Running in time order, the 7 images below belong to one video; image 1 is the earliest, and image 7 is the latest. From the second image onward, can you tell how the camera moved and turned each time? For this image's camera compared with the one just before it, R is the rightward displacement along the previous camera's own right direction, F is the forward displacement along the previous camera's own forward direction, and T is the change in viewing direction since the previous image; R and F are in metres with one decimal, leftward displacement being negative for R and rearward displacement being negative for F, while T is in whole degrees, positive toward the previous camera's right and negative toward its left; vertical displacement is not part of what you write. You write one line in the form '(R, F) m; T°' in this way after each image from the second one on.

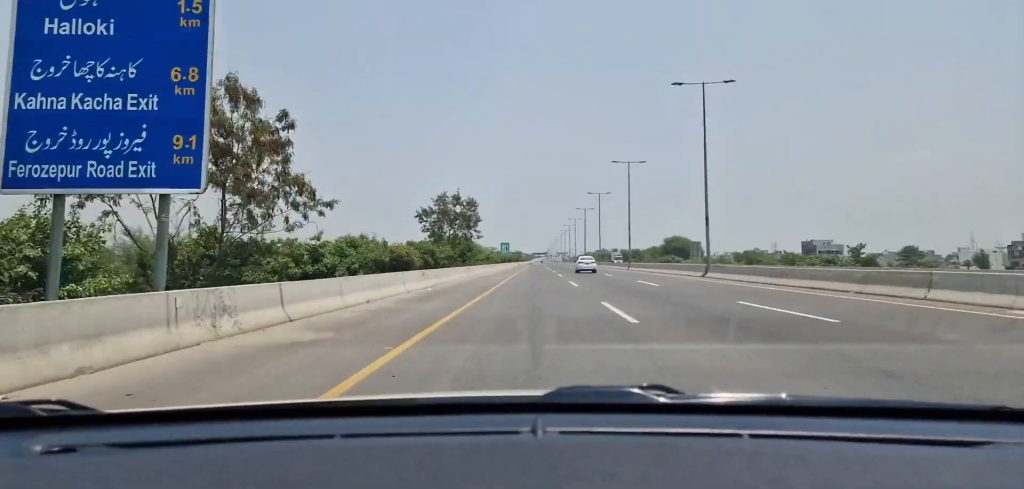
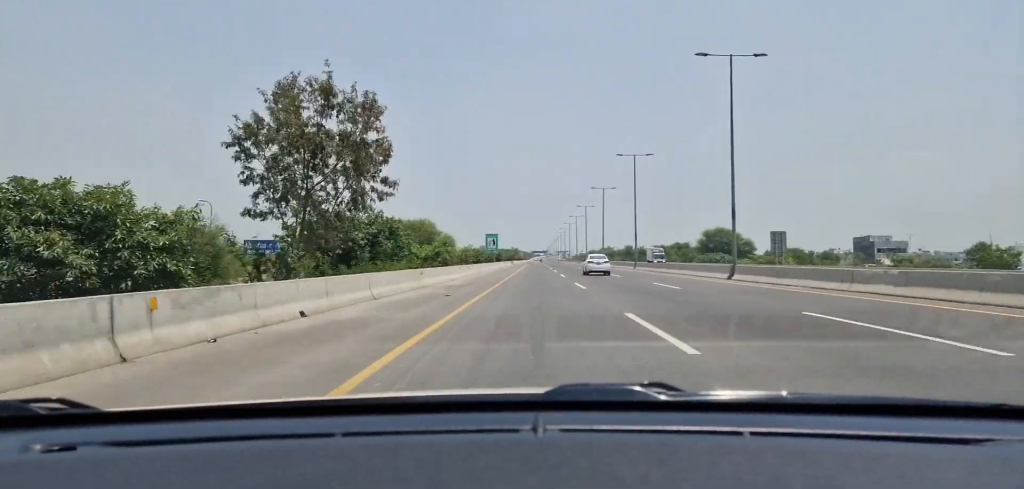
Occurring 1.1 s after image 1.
(+0.3, +40.0) m; 0°
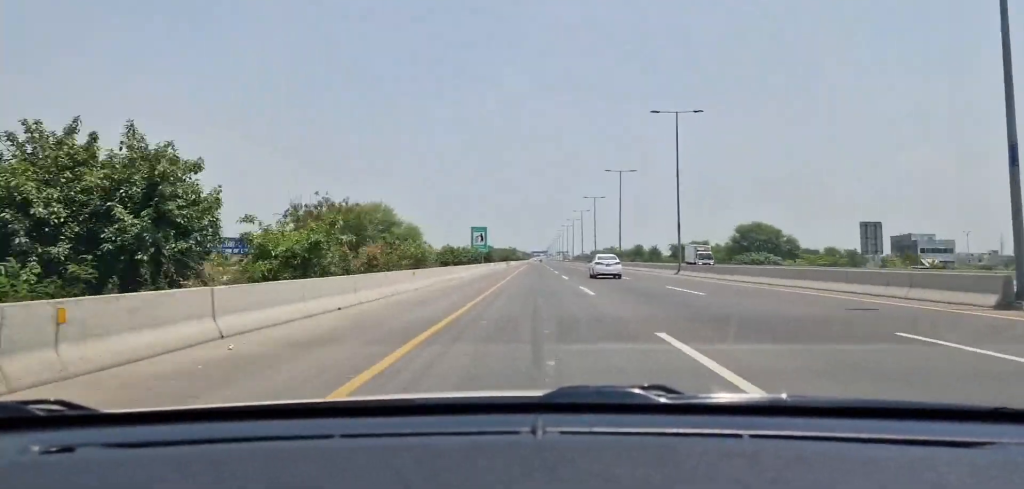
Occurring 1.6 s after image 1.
(-0.1, +21.7) m; 0°
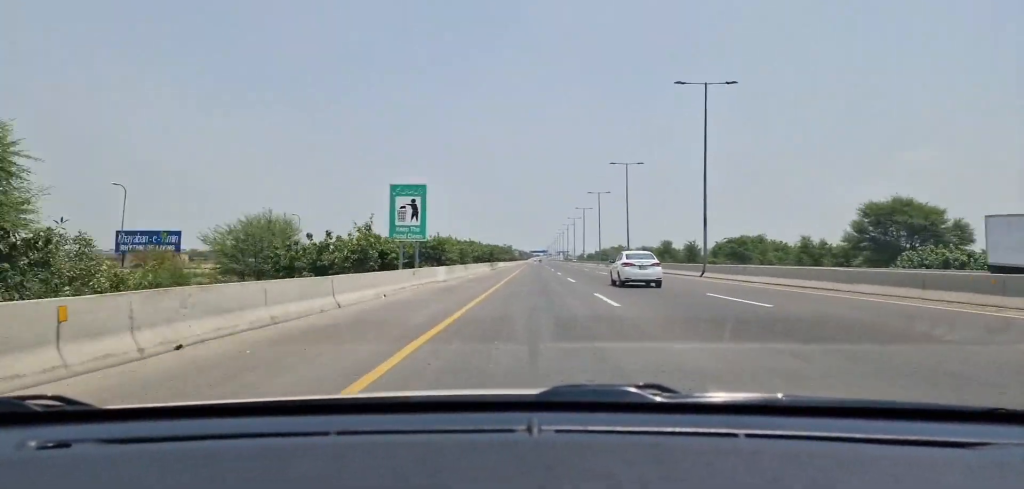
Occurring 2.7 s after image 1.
(0.0, +42.3) m; 0°
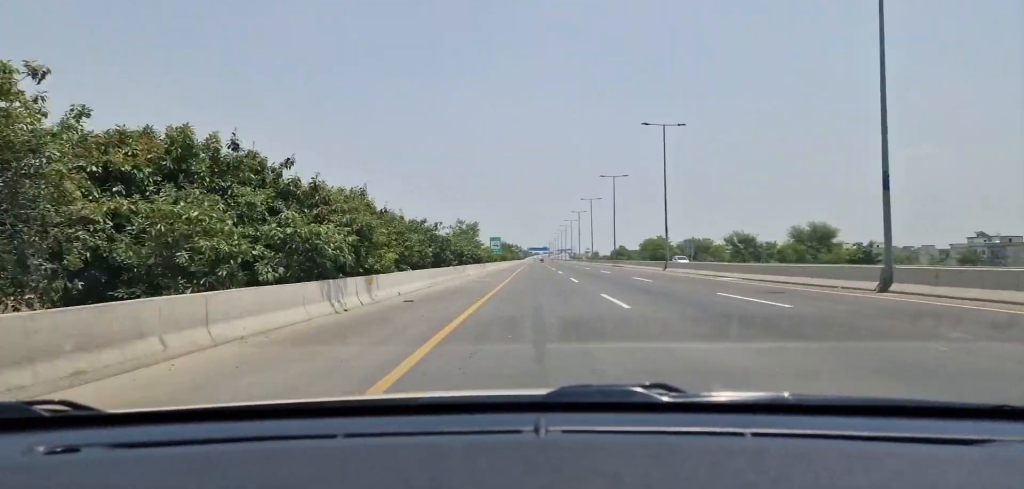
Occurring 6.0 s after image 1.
(+0.8, +128.0) m; 0°
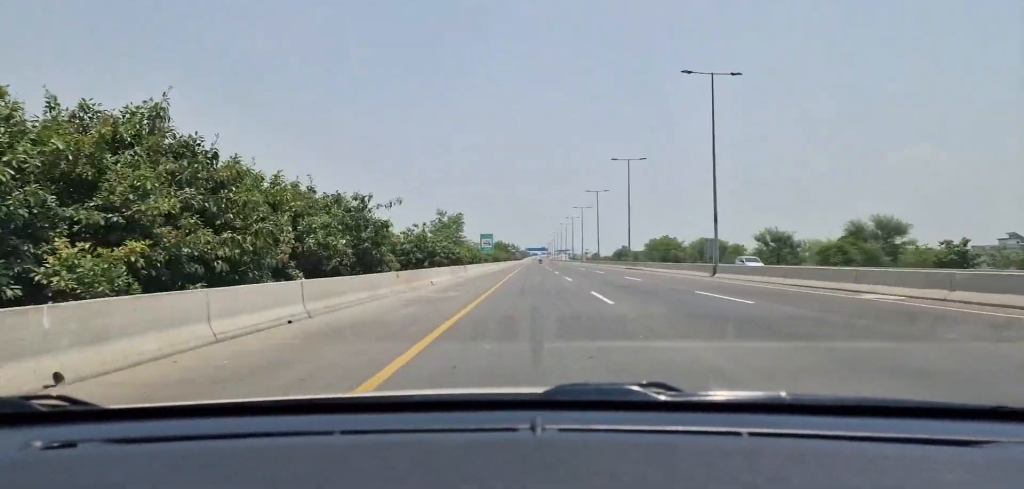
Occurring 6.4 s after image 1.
(0.0, +15.8) m; 0°
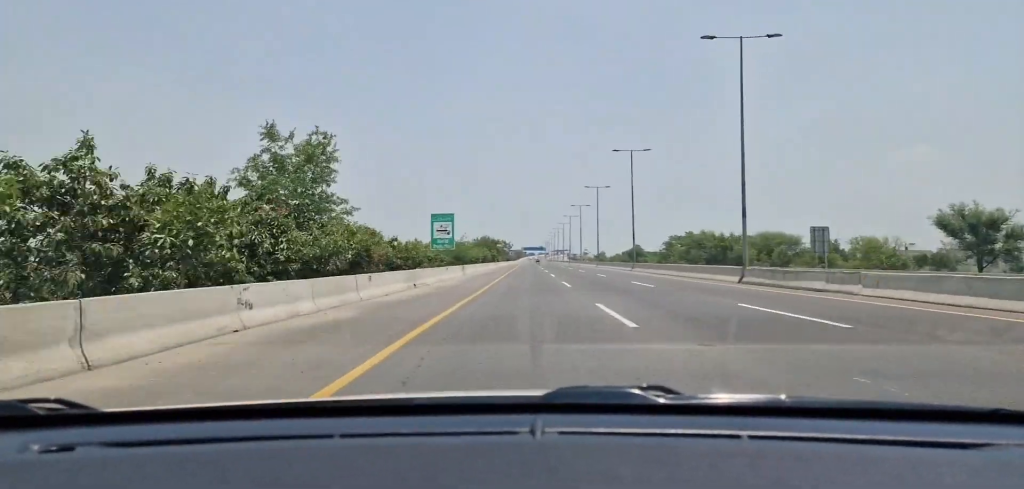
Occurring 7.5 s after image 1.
(0.0, +42.3) m; 0°
